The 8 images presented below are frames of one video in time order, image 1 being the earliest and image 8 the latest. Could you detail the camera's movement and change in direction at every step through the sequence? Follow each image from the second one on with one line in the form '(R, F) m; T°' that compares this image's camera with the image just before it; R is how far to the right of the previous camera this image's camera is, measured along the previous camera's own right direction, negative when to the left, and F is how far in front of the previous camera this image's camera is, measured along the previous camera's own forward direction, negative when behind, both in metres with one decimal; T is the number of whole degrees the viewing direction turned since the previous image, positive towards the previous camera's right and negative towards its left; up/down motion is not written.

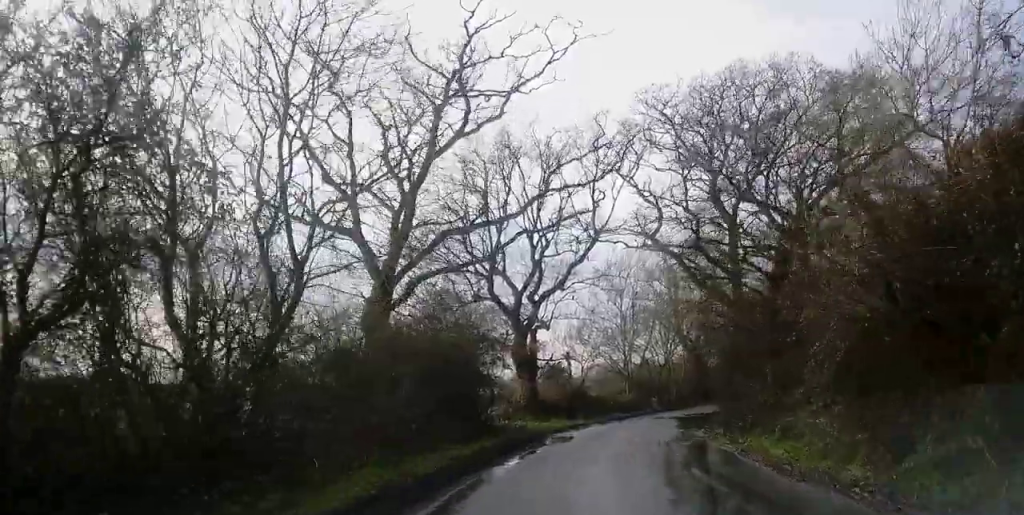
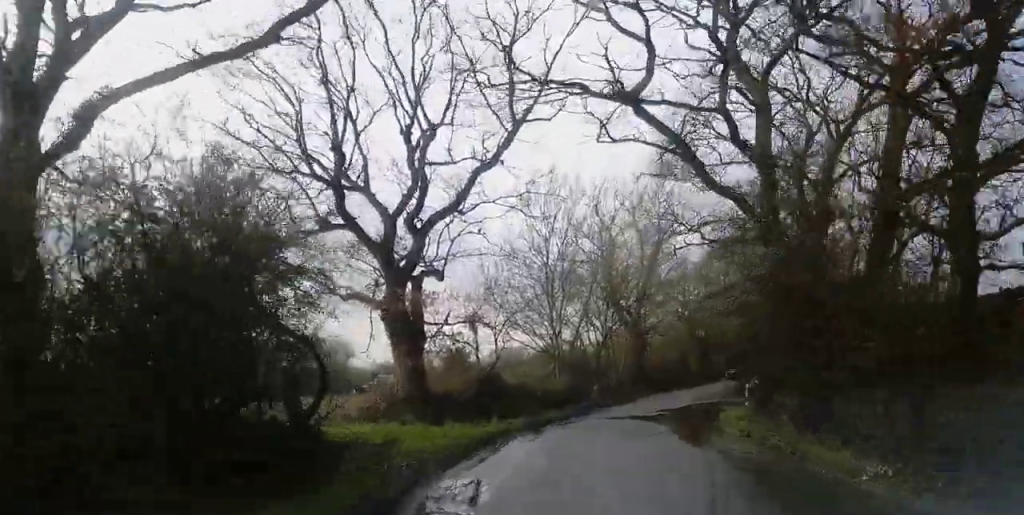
(+0.5, +16.1) m; +5°
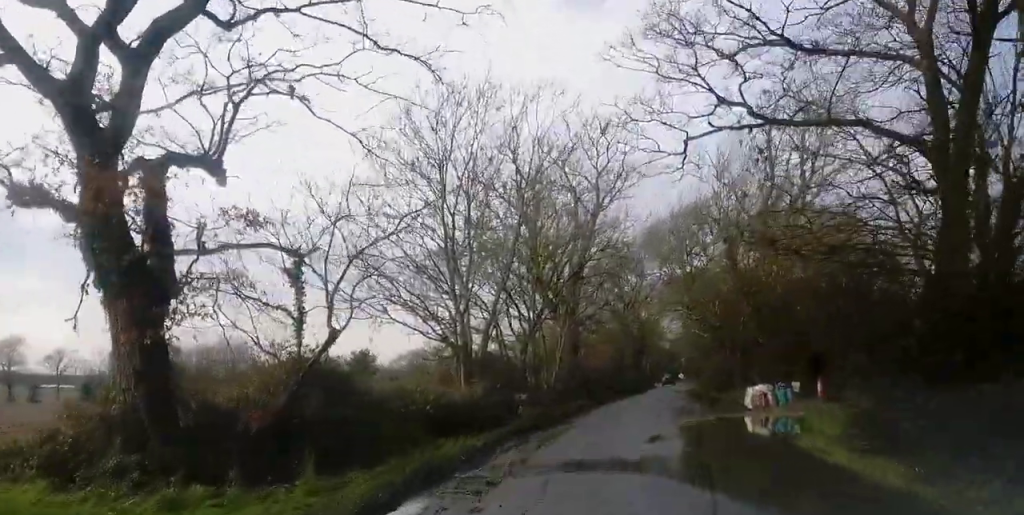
(+0.8, +14.6) m; +5°
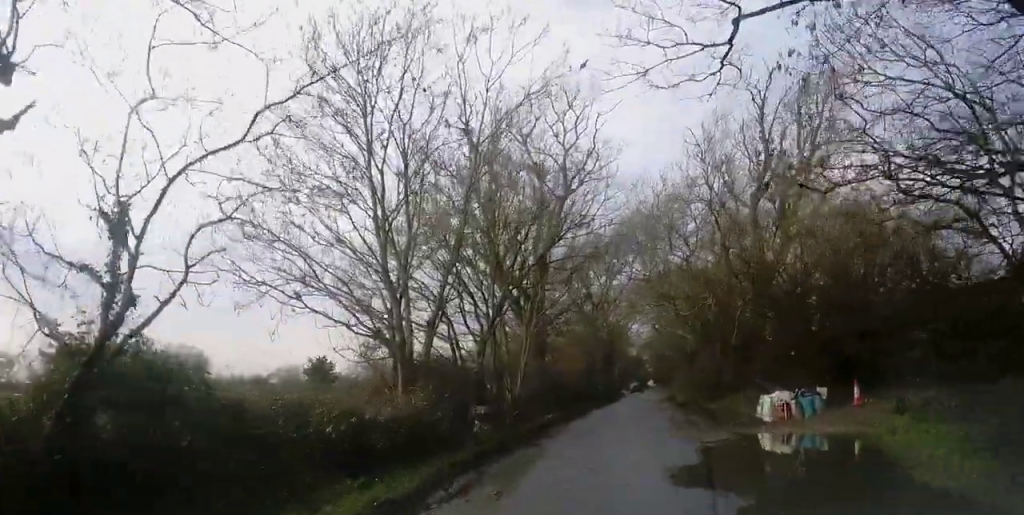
(+0.3, +5.6) m; +1°
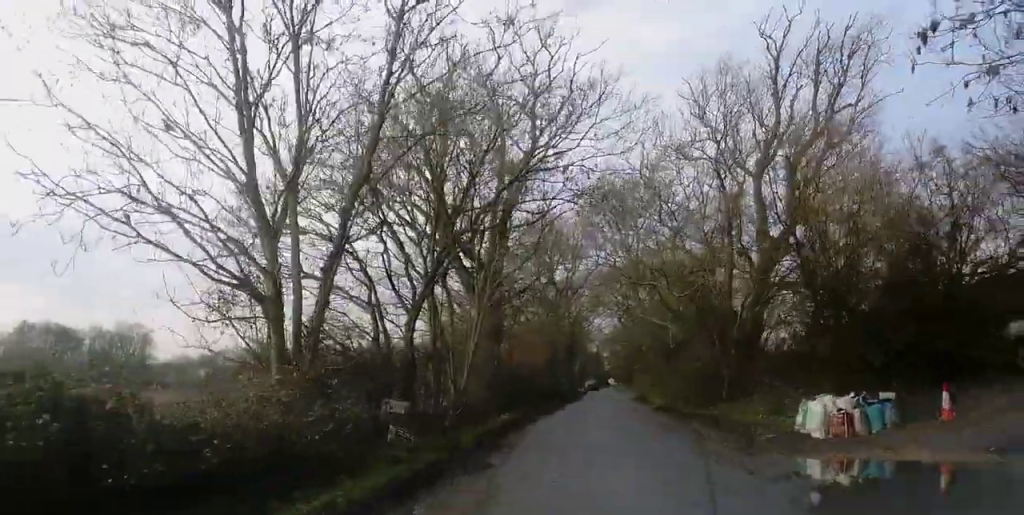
(-0.1, +7.2) m; +2°
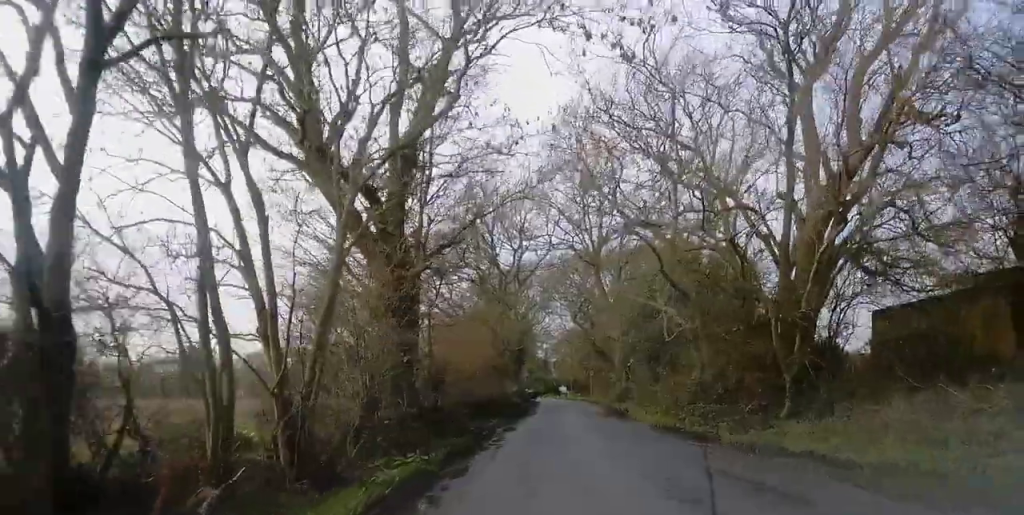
(+0.5, +12.2) m; +6°
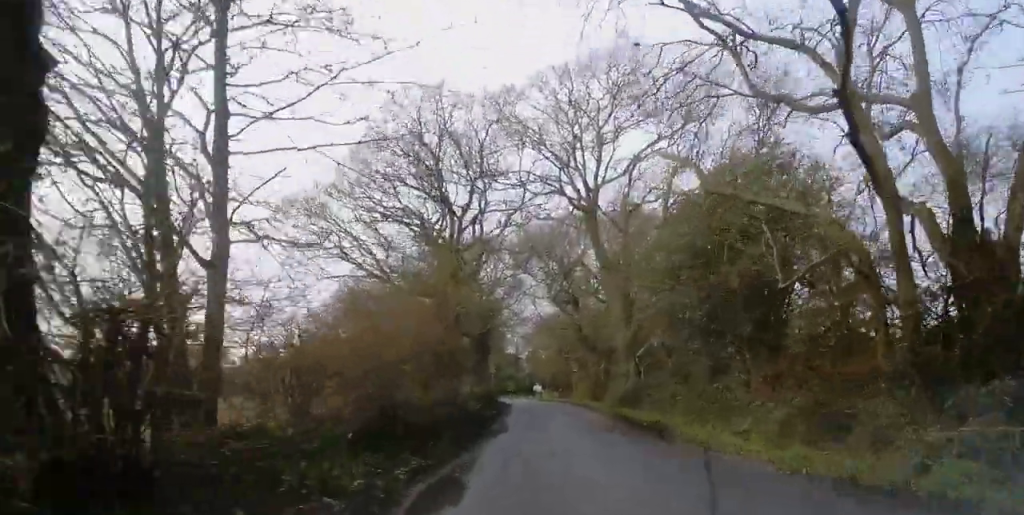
(+0.9, +15.1) m; +4°
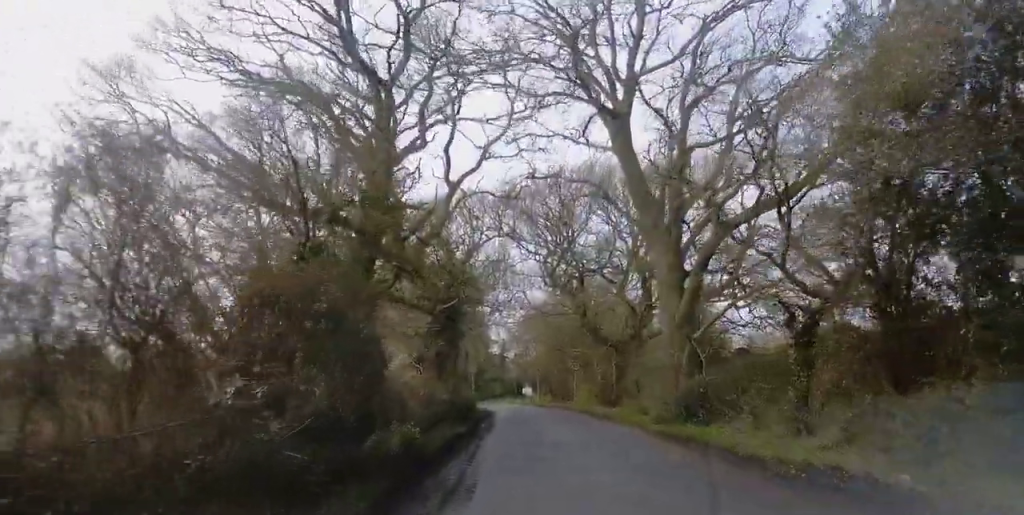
(0.0, +13.7) m; 0°
